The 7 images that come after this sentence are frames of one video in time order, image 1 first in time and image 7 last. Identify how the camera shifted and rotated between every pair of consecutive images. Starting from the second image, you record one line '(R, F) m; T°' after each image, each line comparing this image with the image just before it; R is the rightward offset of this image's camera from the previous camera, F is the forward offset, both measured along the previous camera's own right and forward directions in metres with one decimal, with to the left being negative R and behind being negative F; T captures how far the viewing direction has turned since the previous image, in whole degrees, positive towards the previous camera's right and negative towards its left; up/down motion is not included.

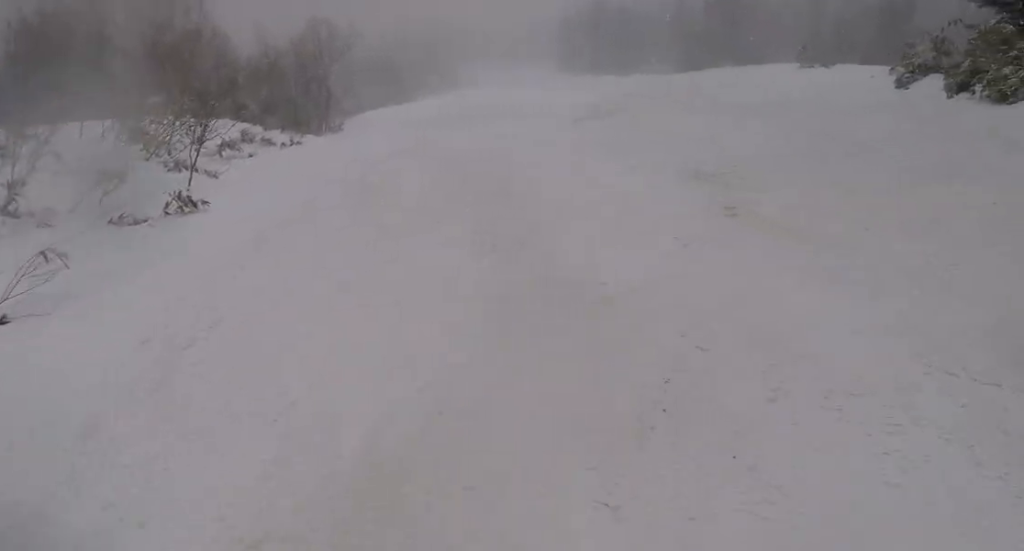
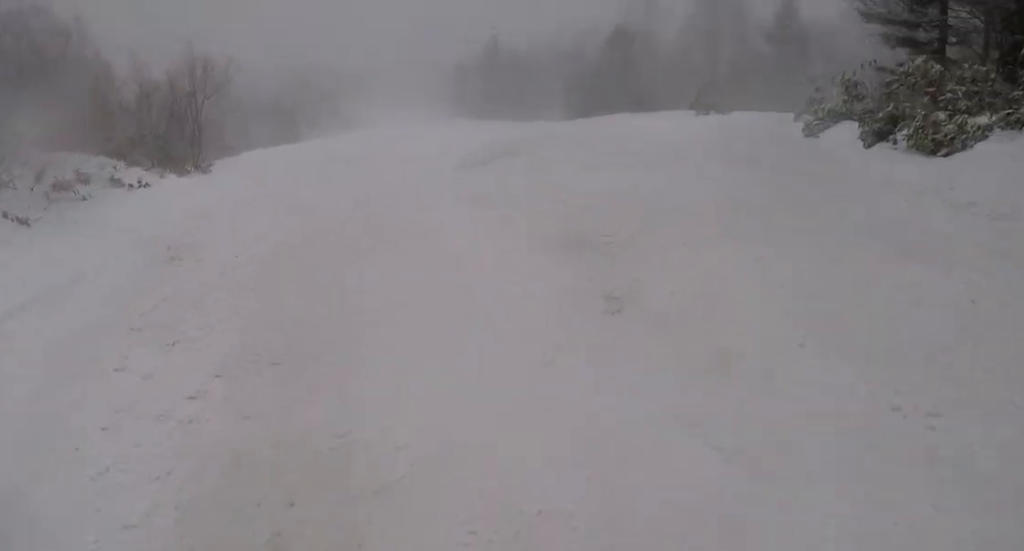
(+0.8, +1.9) m; +10°
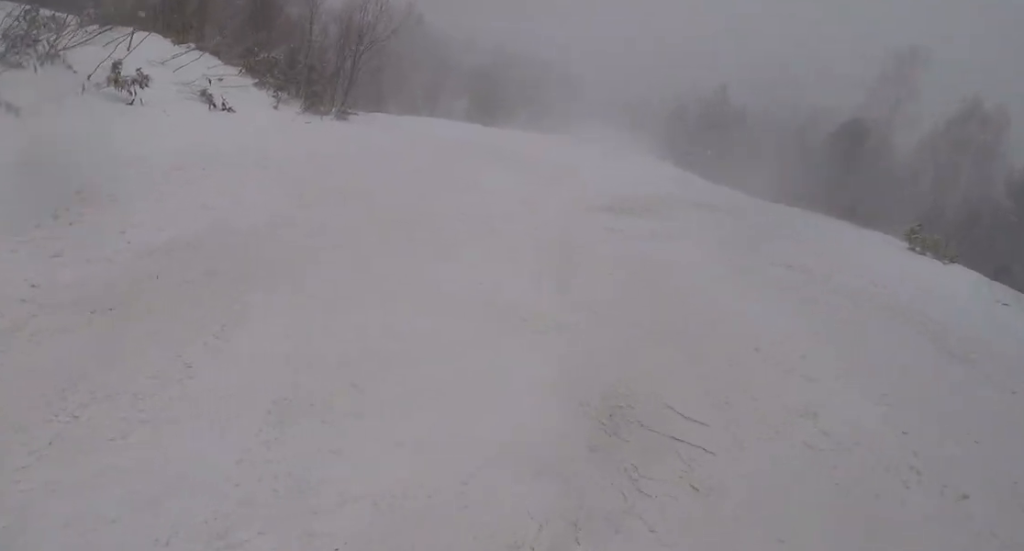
(+0.3, +3.2) m; -2°
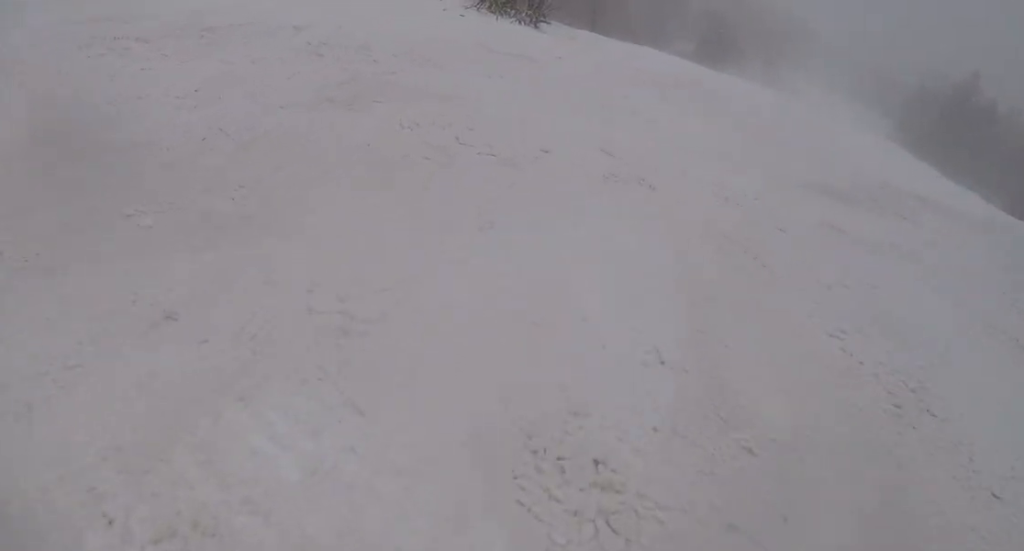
(-0.1, +2.9) m; -11°
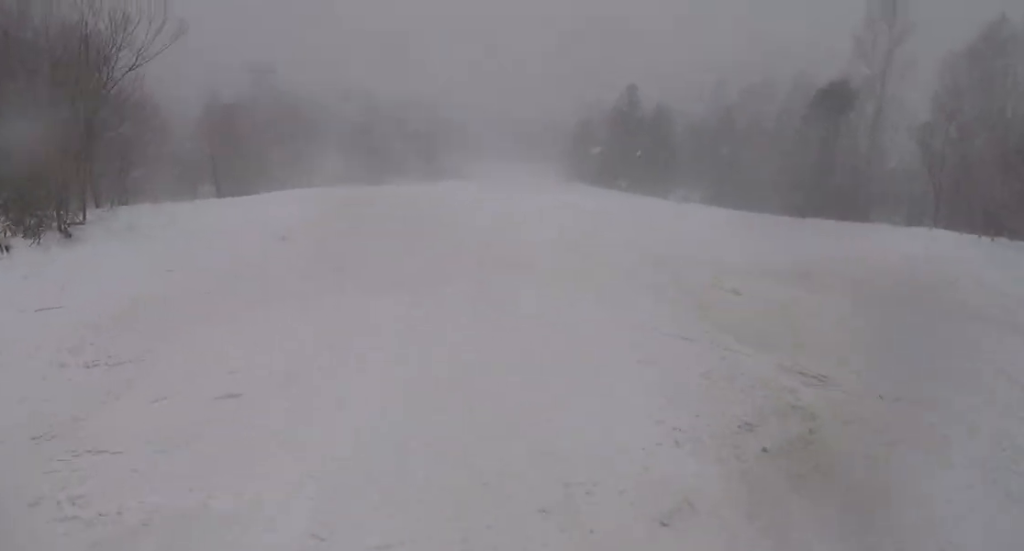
(+1.1, +8.4) m; +14°
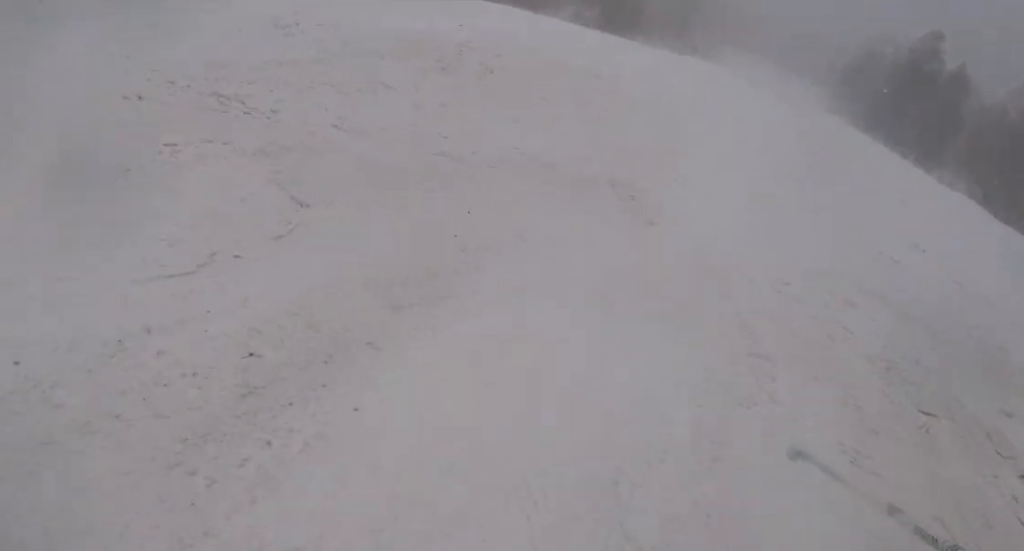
(-0.7, +4.6) m; -16°
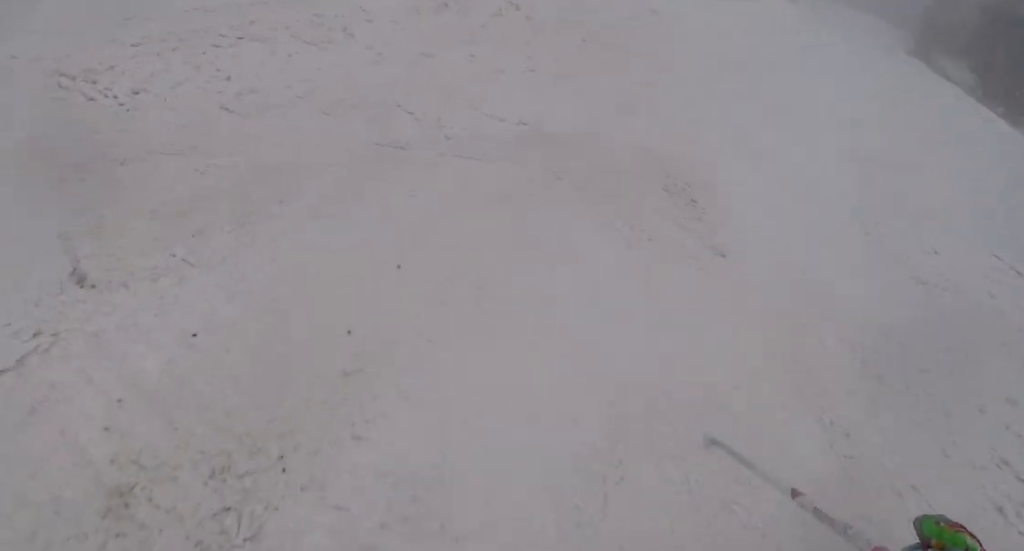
(-0.3, +1.9) m; -1°
